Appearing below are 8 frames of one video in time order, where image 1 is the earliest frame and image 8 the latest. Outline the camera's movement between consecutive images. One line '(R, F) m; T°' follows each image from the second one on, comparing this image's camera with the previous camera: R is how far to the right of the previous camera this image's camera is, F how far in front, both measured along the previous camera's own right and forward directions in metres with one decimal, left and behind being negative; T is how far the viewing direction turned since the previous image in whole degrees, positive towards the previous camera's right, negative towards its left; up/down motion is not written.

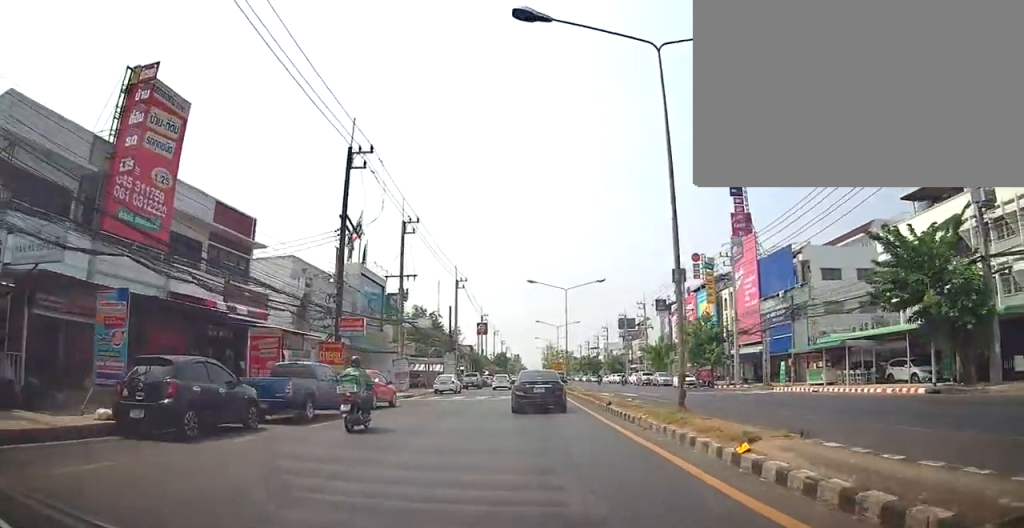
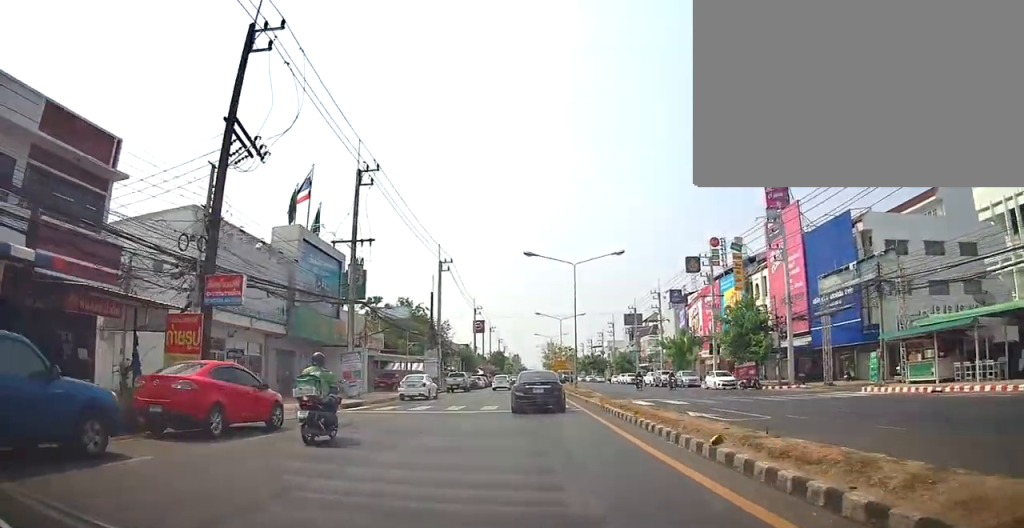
(0.0, +11.4) m; 0°
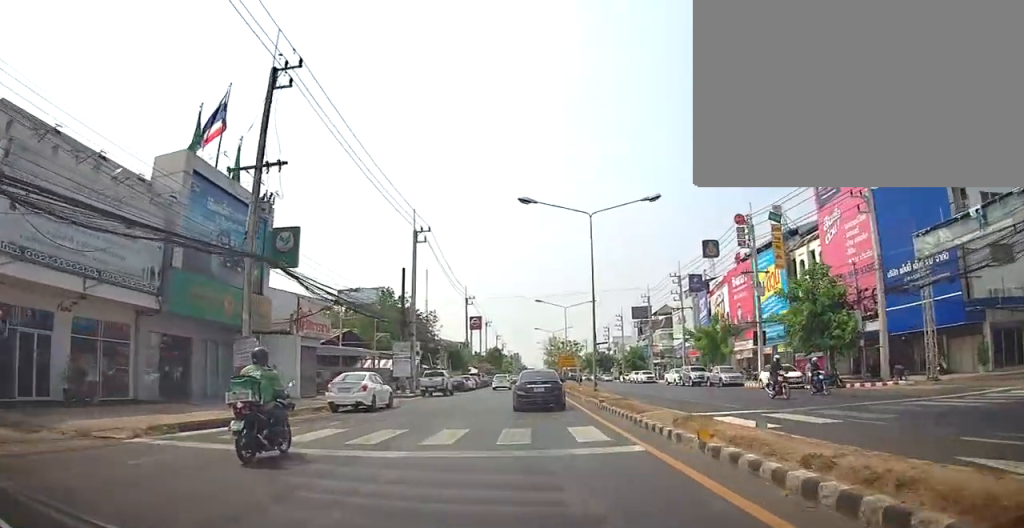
(0.0, +12.0) m; 0°
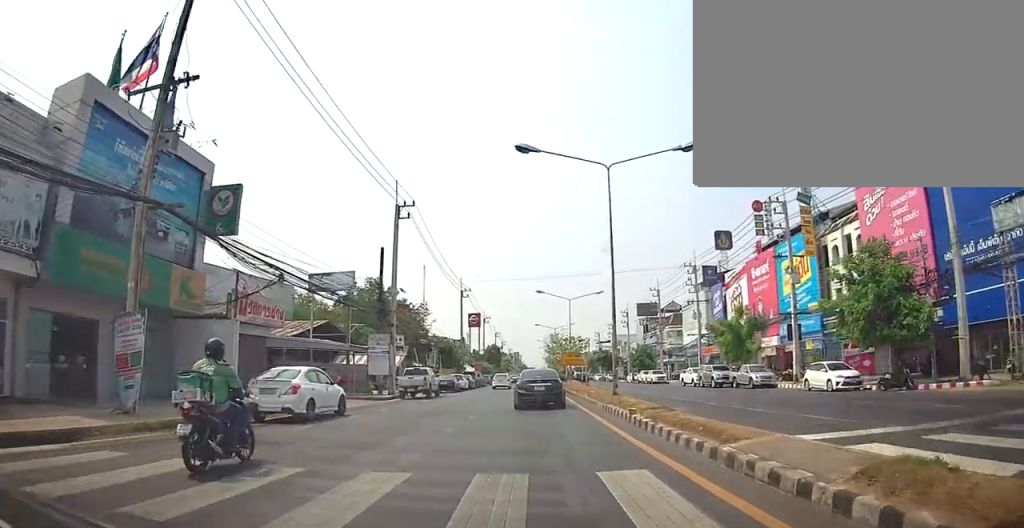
(0.0, +6.5) m; 0°
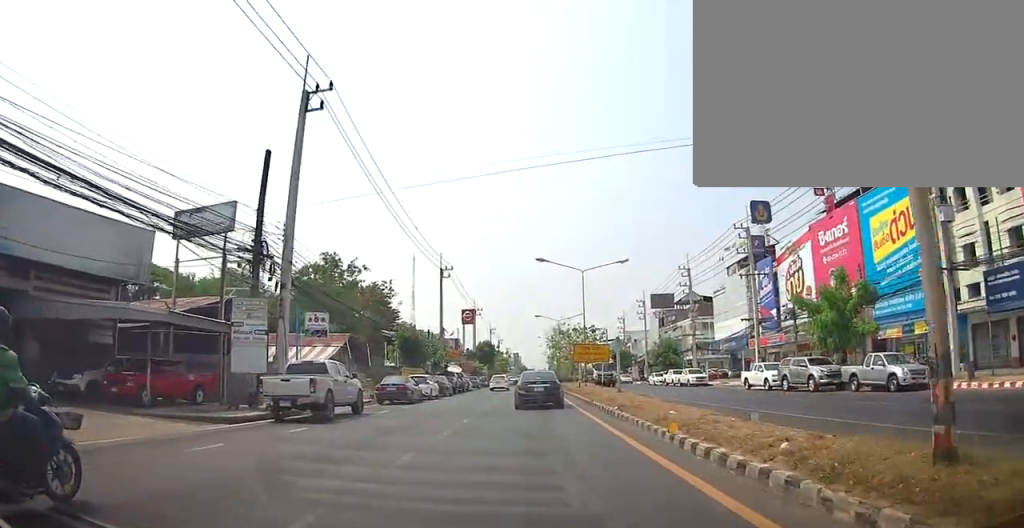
(+0.1, +17.0) m; 0°
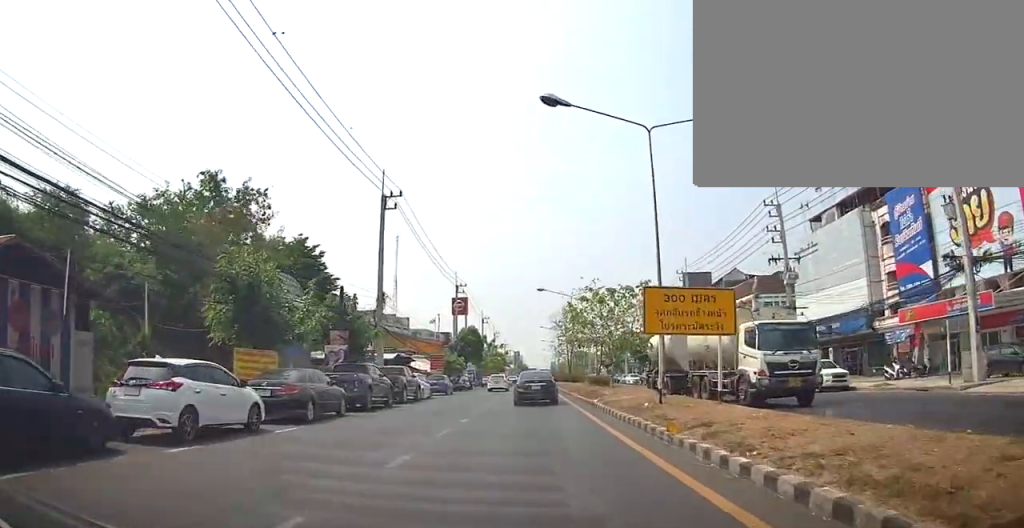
(0.0, +24.8) m; 0°
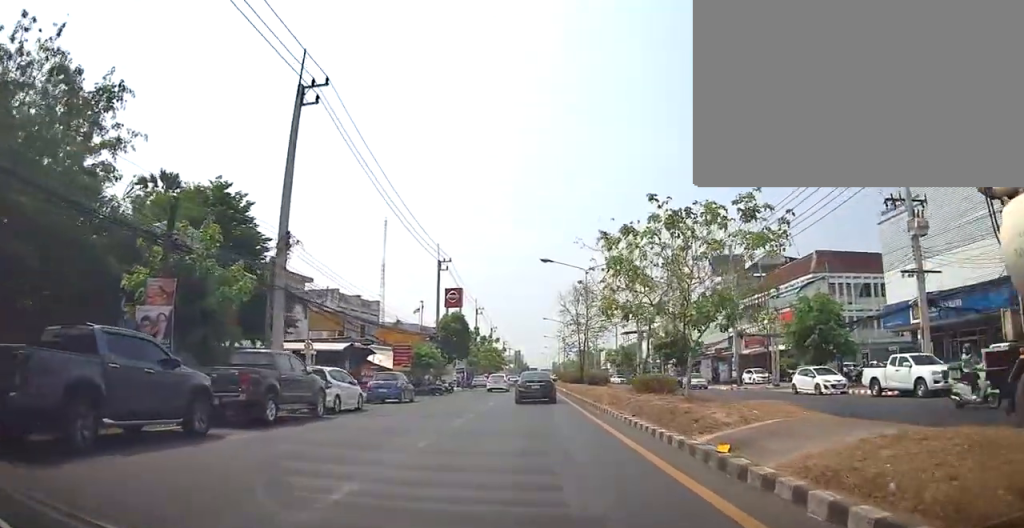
(0.0, +14.4) m; 0°
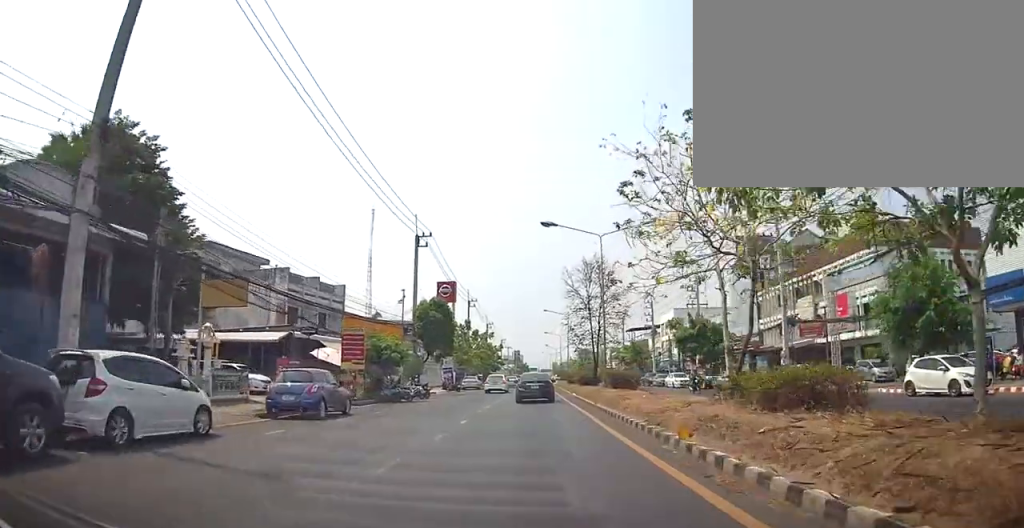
(0.0, +10.2) m; 0°
